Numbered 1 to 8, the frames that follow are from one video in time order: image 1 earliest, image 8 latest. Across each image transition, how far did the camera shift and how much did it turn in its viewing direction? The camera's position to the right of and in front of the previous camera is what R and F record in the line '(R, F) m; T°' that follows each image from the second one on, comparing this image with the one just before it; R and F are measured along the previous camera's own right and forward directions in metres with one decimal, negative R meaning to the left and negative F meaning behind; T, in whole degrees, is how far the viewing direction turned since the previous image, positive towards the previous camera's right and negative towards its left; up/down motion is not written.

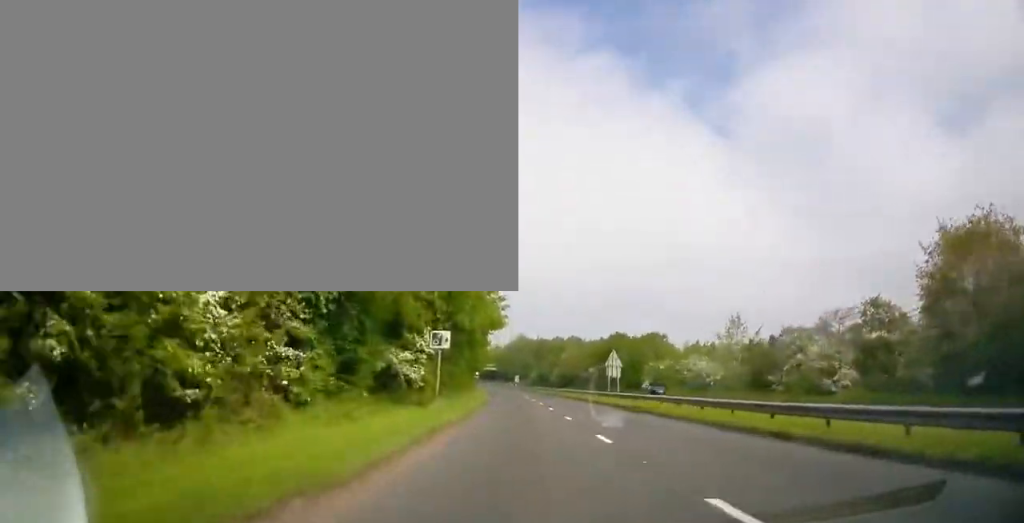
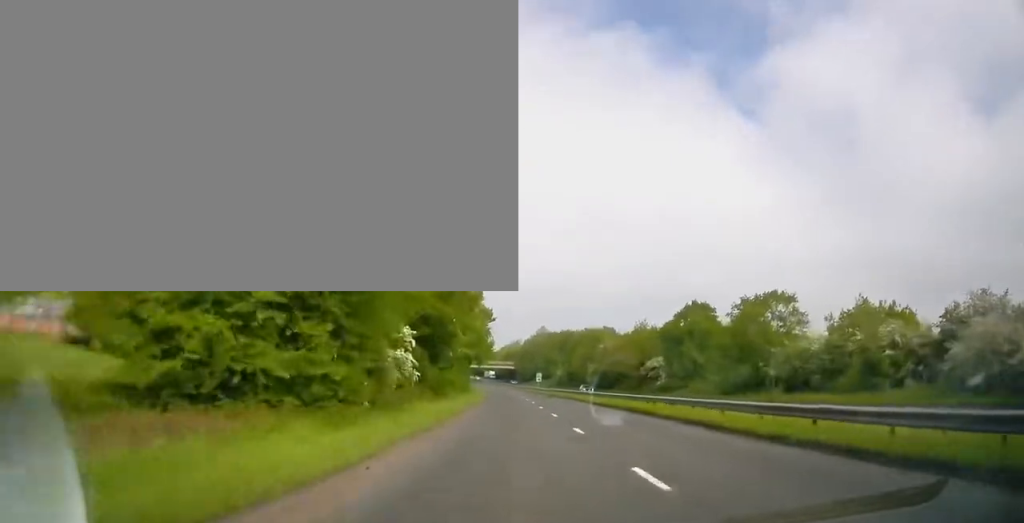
(-0.1, +41.2) m; -1°
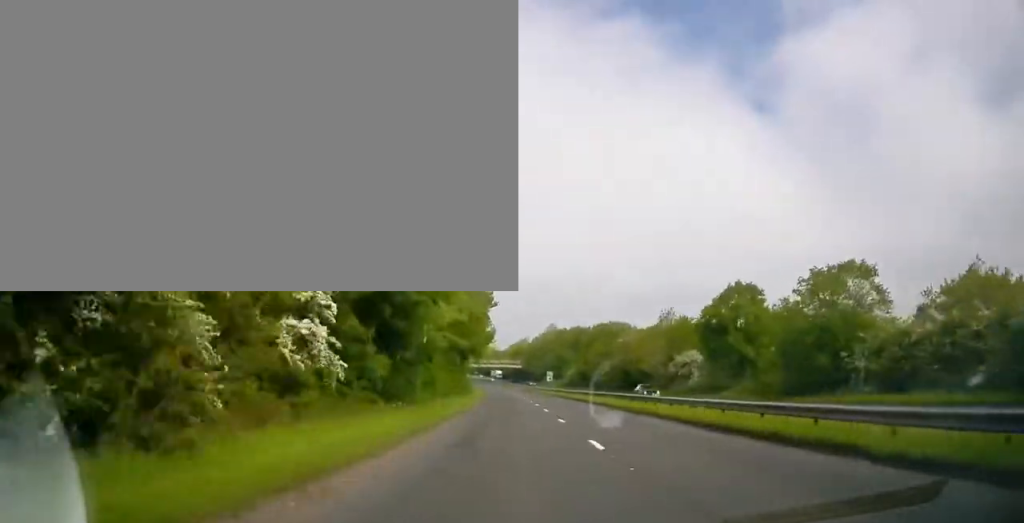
(+0.2, +12.8) m; -1°
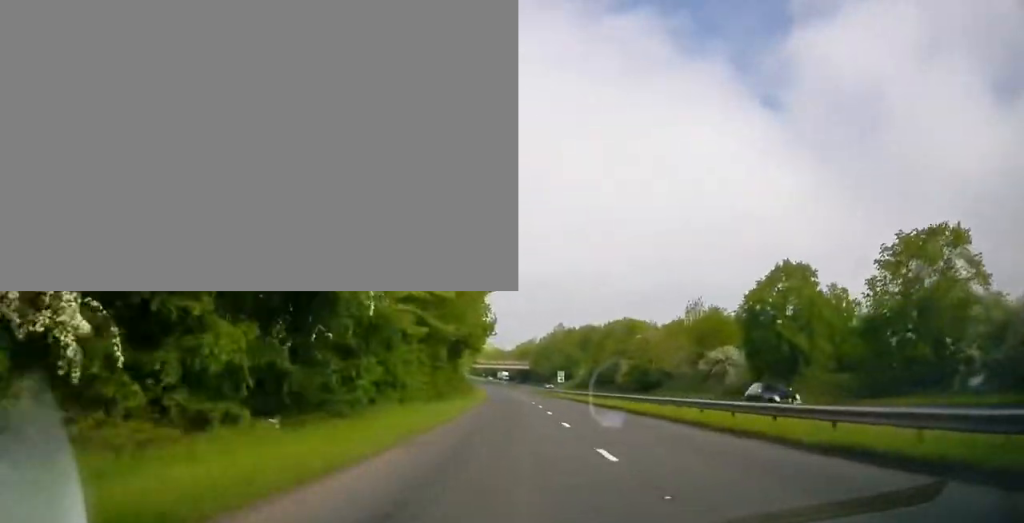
(-0.3, +10.4) m; -1°
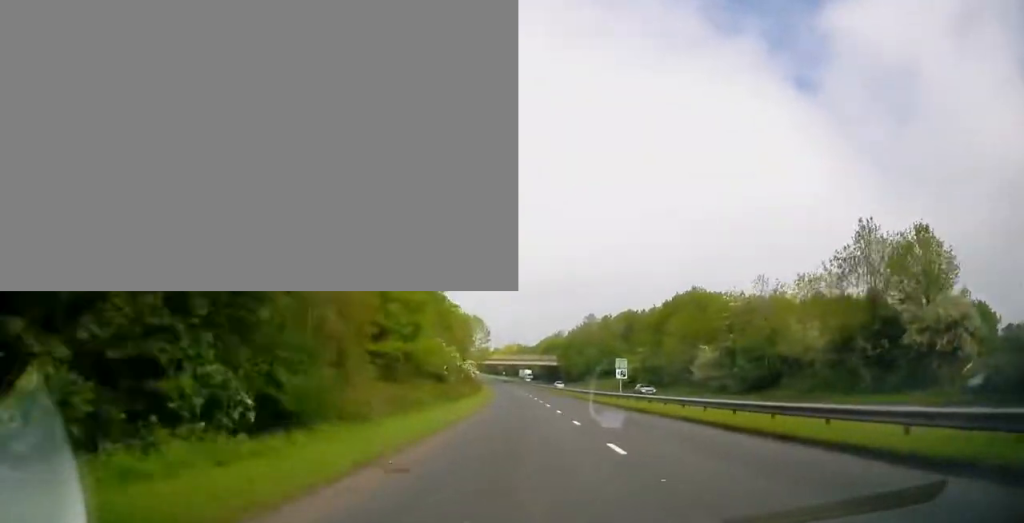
(-0.6, +34.1) m; -2°
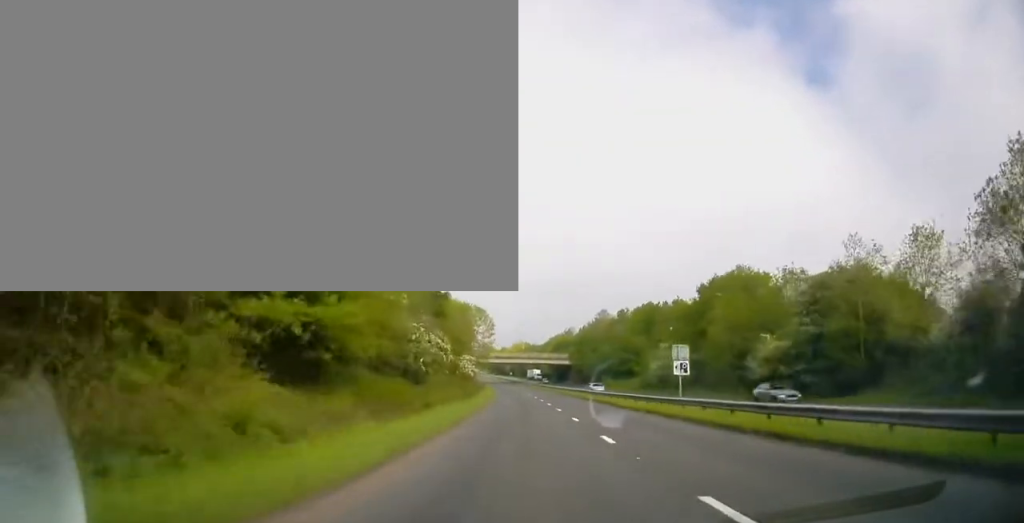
(-0.2, +15.1) m; -1°
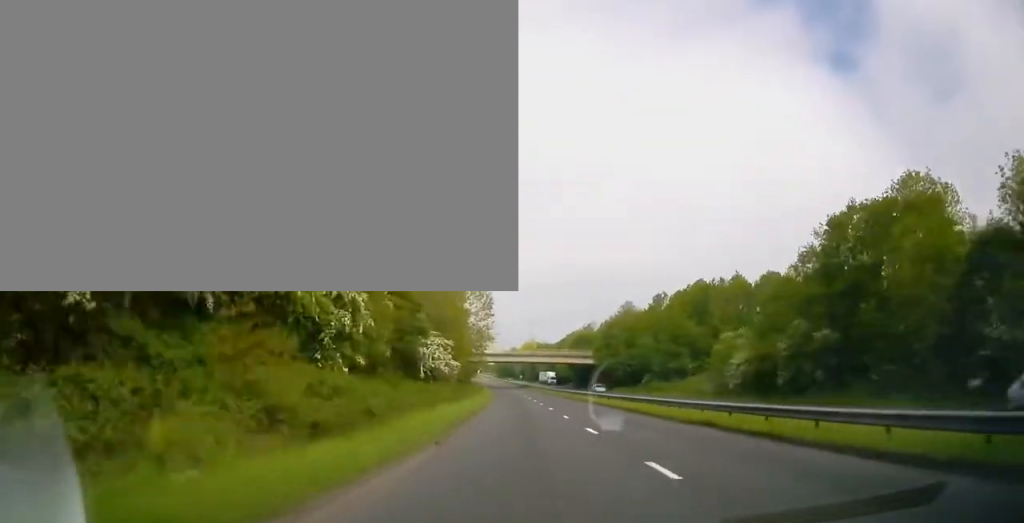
(-0.5, +31.5) m; -1°
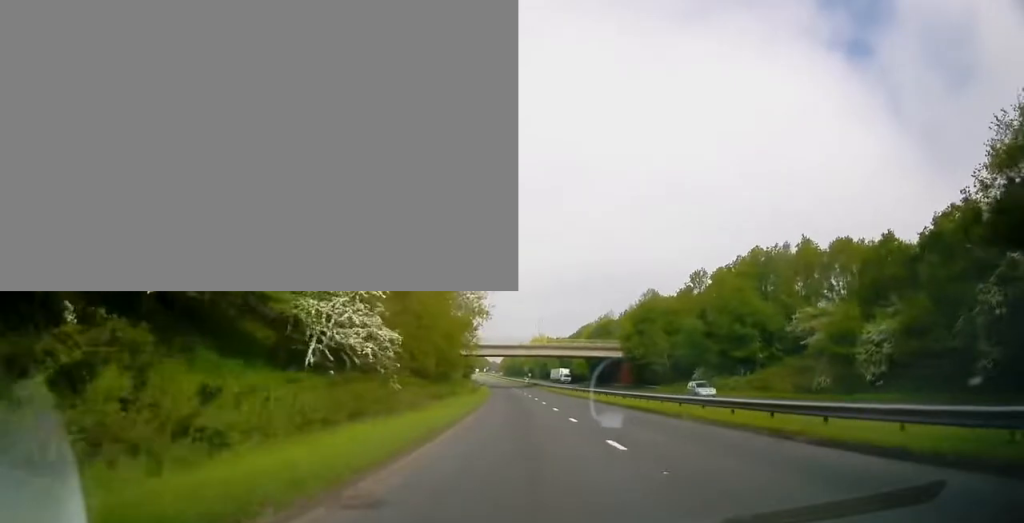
(0.0, +22.9) m; -1°
